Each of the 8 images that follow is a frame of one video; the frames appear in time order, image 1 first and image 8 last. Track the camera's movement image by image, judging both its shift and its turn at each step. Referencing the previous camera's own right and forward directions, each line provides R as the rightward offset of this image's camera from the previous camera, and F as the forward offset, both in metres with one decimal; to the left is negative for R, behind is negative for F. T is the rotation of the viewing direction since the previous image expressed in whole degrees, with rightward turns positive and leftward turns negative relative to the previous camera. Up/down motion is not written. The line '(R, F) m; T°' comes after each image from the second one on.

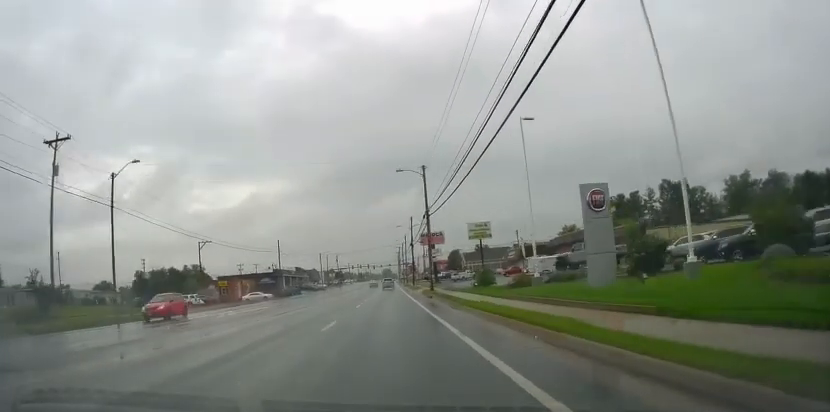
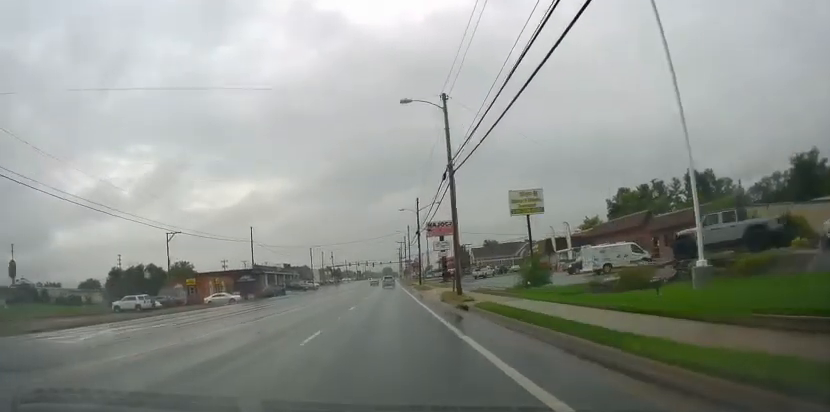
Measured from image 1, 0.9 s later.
(0.0, +16.2) m; 0°
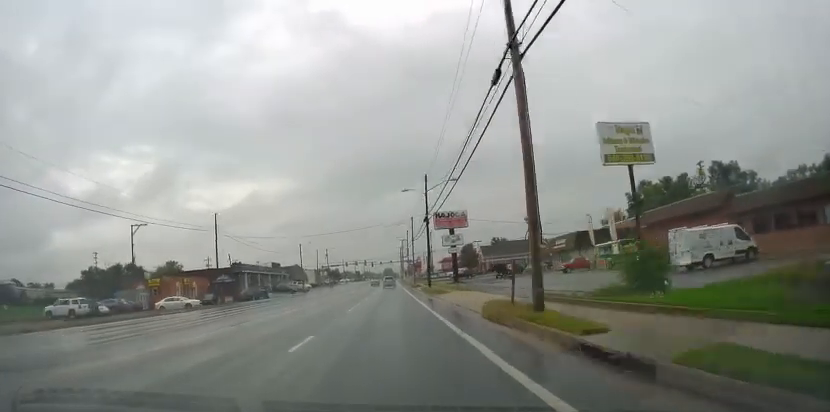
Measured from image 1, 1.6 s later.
(0.0, +13.3) m; 0°
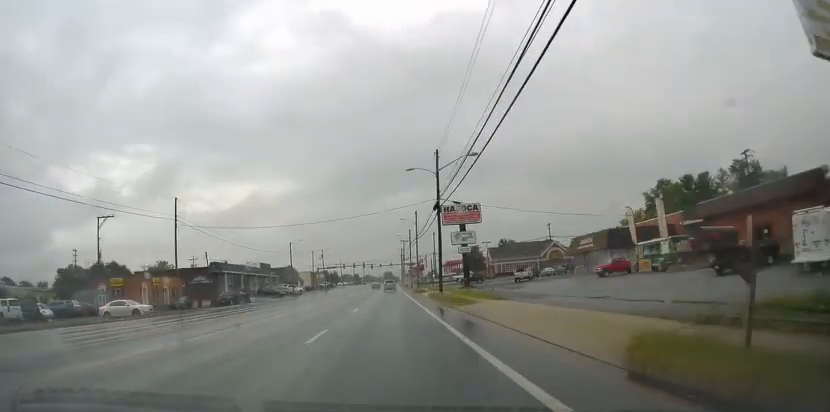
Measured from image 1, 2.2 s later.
(0.0, +10.3) m; 0°
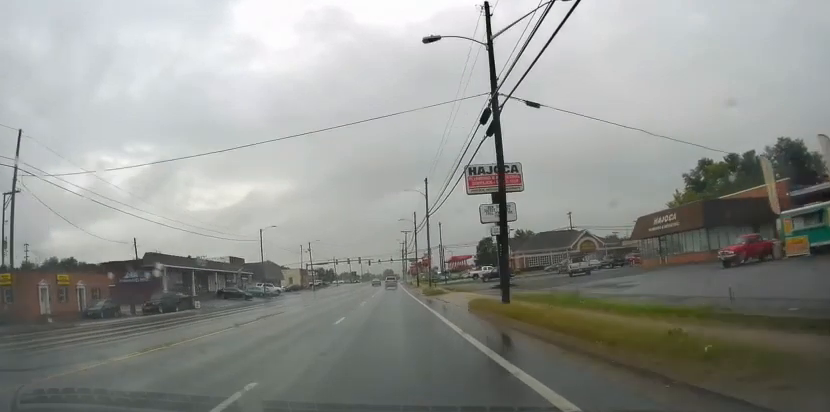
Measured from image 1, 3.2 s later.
(0.0, +19.8) m; -1°
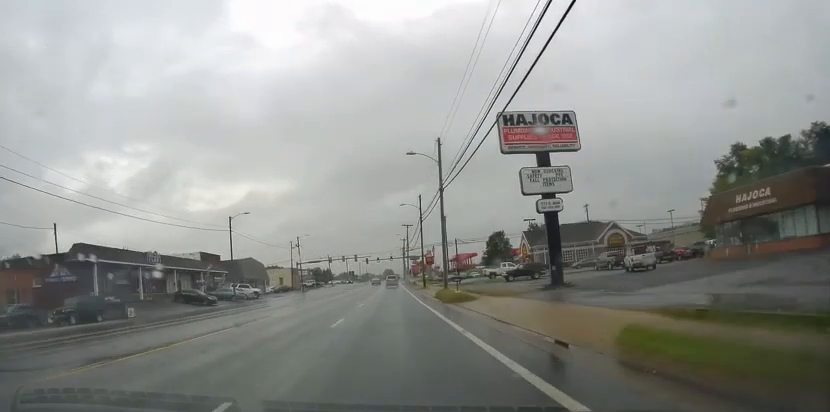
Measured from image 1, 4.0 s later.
(-0.1, +13.3) m; 0°
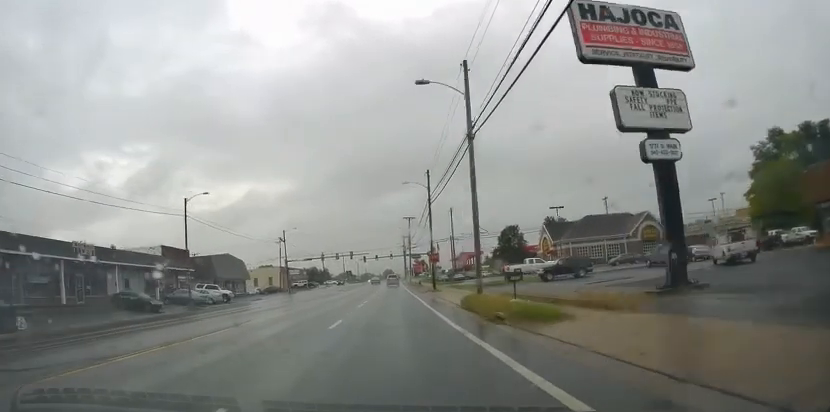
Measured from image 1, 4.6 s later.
(-0.2, +12.7) m; 0°
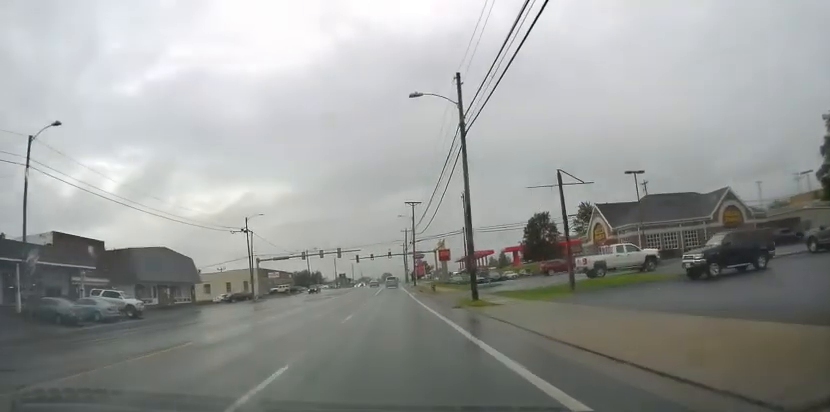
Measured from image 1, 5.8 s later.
(+0.3, +21.5) m; +1°
